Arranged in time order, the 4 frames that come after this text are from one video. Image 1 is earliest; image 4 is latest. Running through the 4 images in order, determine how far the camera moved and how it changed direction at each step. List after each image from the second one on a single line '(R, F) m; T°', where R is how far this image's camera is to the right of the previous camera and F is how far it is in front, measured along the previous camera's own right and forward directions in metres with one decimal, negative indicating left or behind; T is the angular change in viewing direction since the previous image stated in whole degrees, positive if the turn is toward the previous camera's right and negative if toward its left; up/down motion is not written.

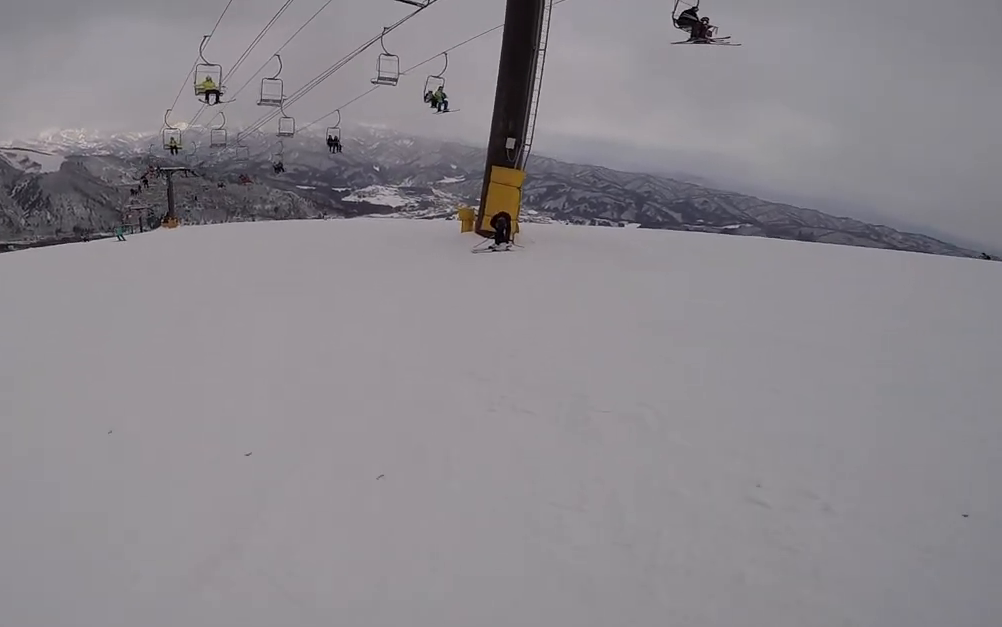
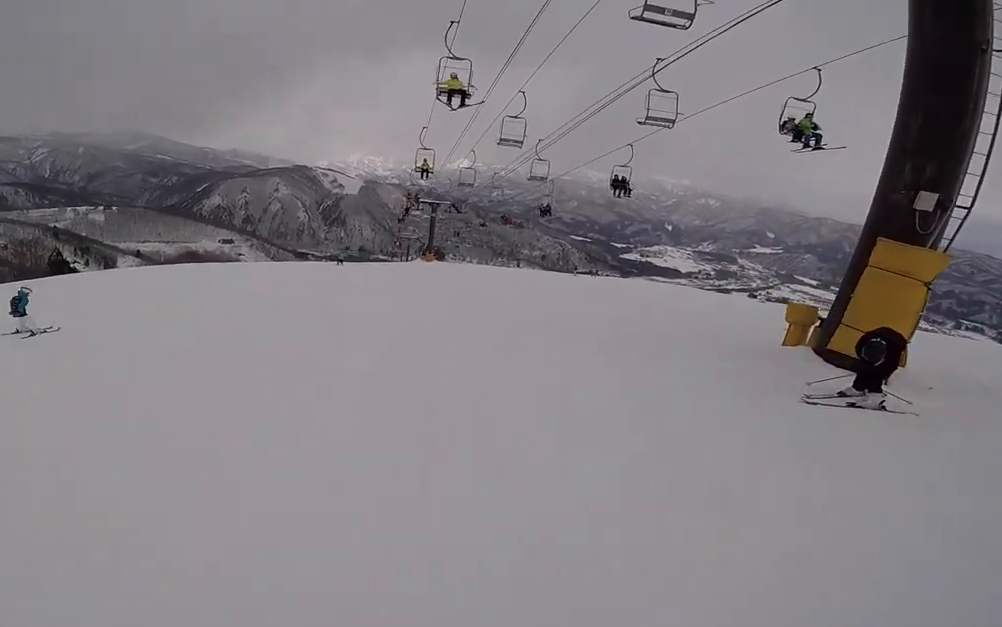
(-0.5, +4.2) m; -16°
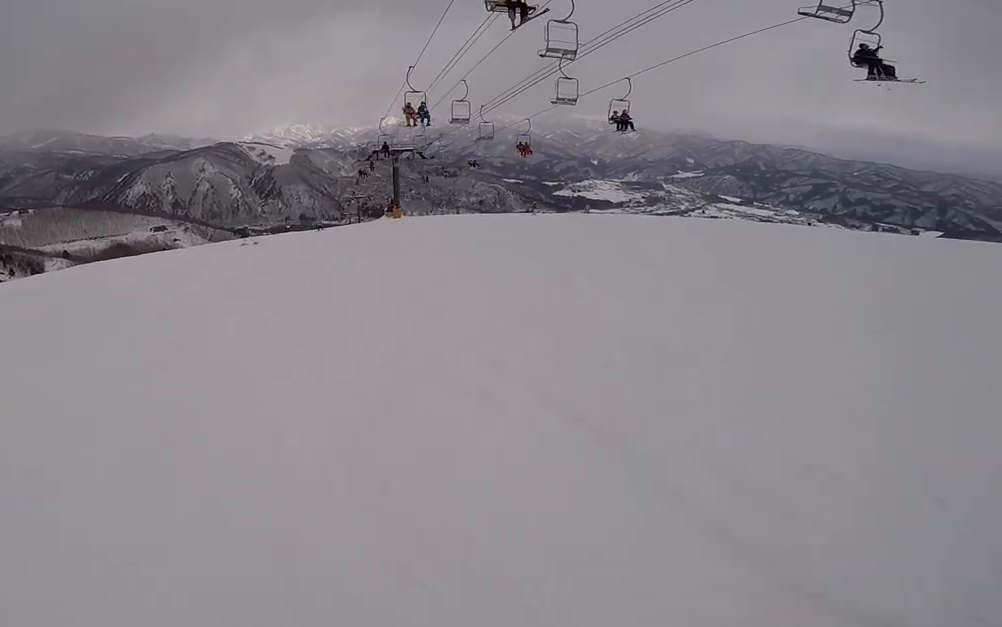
(-2.9, +11.1) m; -11°
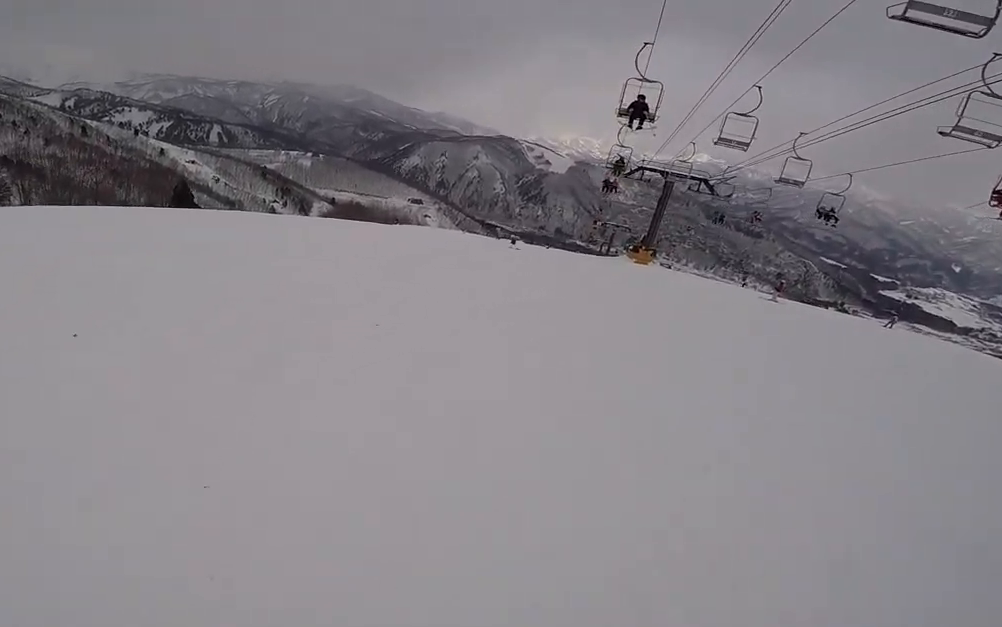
(+2.9, +12.0) m; -4°
